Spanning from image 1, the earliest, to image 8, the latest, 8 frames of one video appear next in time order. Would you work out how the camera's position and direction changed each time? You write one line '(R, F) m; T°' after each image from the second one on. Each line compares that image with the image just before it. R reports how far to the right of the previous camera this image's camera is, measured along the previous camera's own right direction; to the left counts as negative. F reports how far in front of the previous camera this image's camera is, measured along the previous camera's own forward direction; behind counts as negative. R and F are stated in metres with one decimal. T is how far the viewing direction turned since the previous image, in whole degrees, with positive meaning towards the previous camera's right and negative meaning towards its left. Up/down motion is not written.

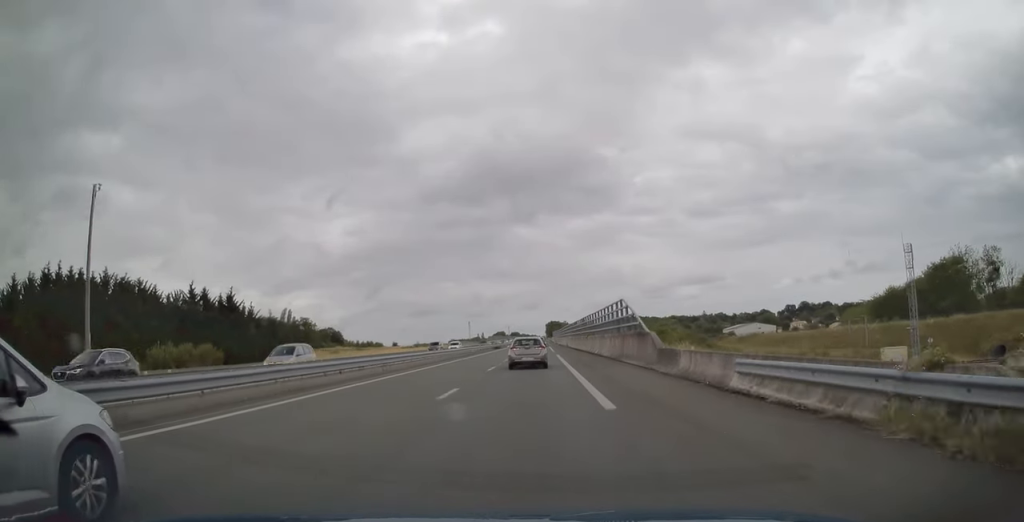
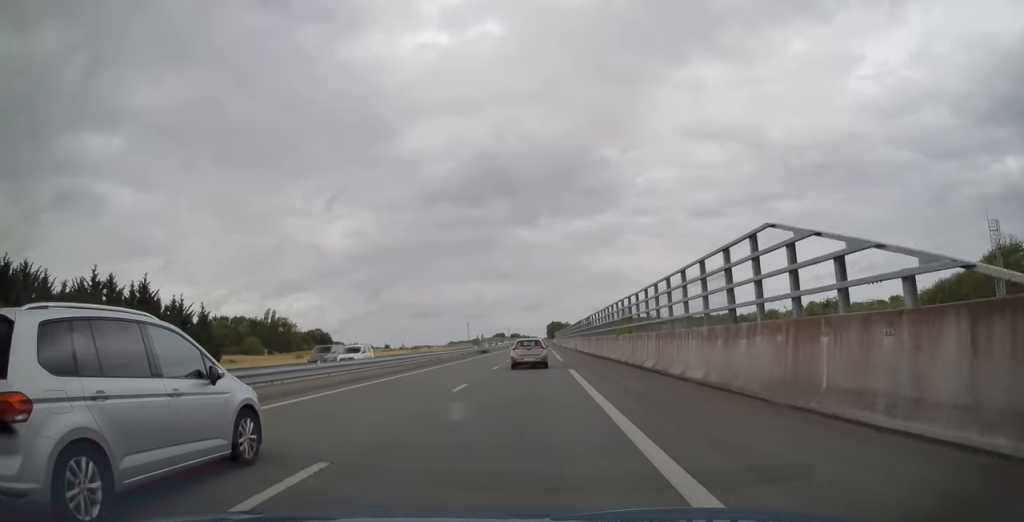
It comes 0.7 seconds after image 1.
(-0.2, +23.6) m; 0°
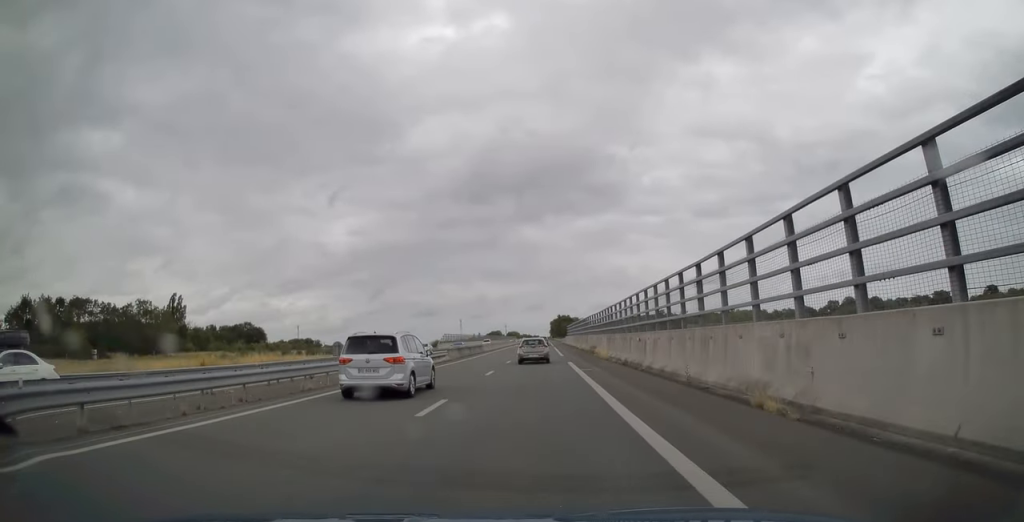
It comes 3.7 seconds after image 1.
(0.0, +96.5) m; 0°
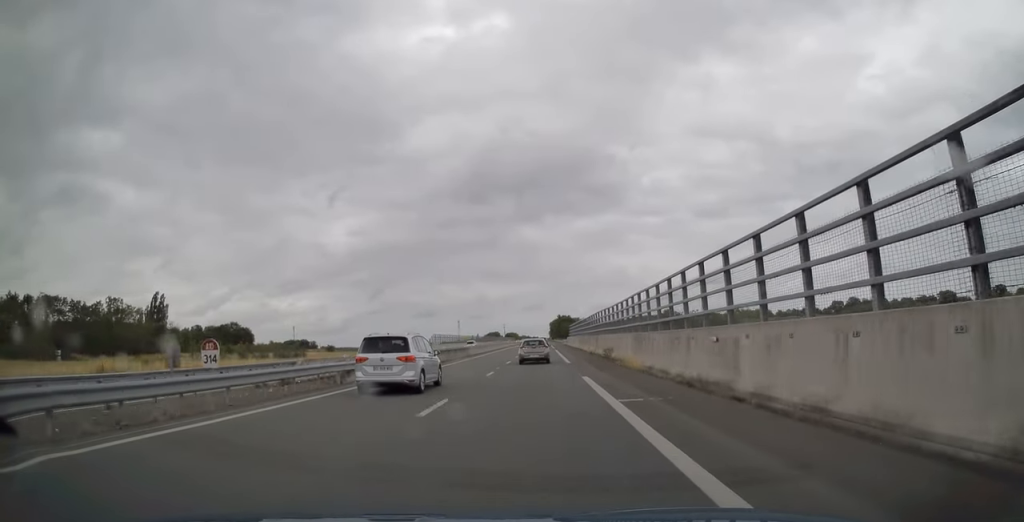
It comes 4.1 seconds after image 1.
(0.0, +12.8) m; 0°
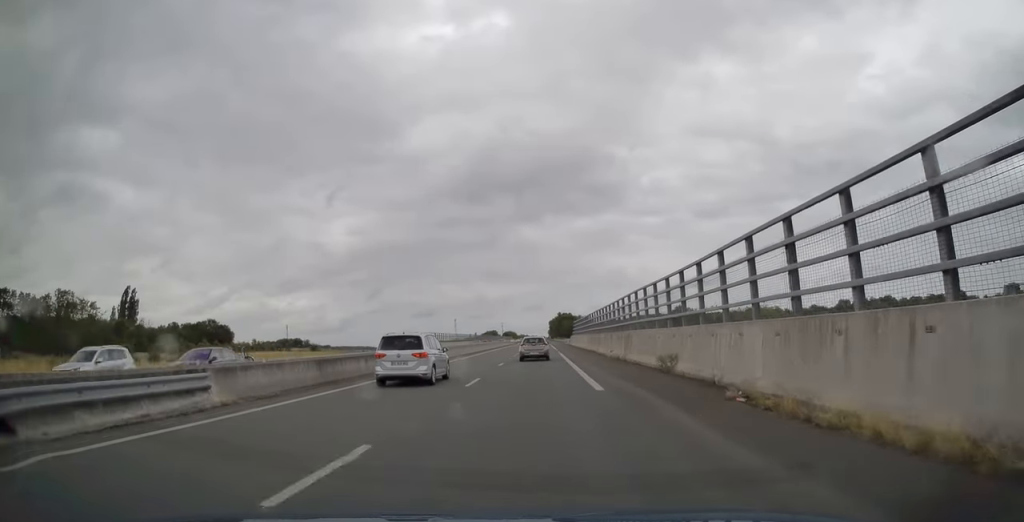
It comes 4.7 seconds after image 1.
(0.0, +19.3) m; 0°
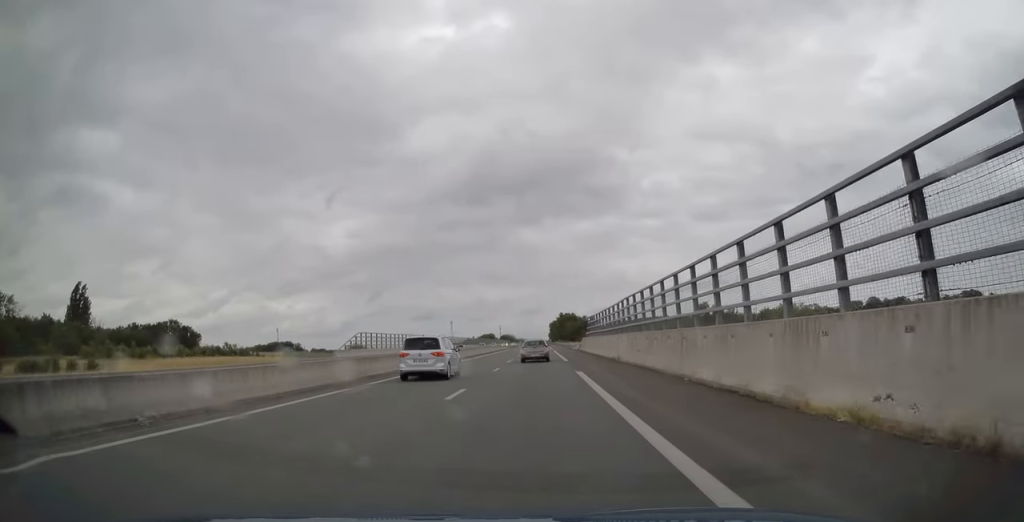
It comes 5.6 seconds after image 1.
(-0.2, +29.5) m; 0°
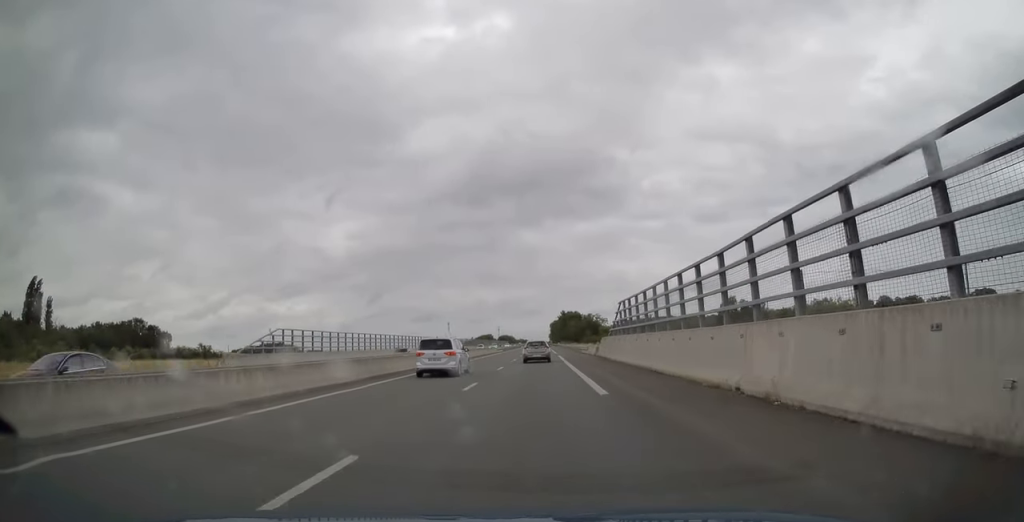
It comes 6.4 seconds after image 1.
(-0.1, +23.0) m; 0°
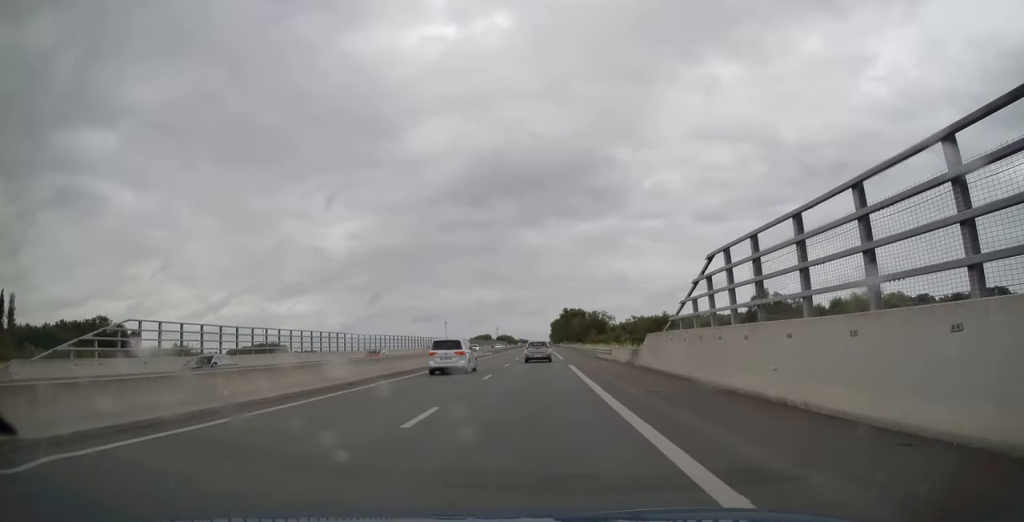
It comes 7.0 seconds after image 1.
(+0.2, +20.3) m; 0°
